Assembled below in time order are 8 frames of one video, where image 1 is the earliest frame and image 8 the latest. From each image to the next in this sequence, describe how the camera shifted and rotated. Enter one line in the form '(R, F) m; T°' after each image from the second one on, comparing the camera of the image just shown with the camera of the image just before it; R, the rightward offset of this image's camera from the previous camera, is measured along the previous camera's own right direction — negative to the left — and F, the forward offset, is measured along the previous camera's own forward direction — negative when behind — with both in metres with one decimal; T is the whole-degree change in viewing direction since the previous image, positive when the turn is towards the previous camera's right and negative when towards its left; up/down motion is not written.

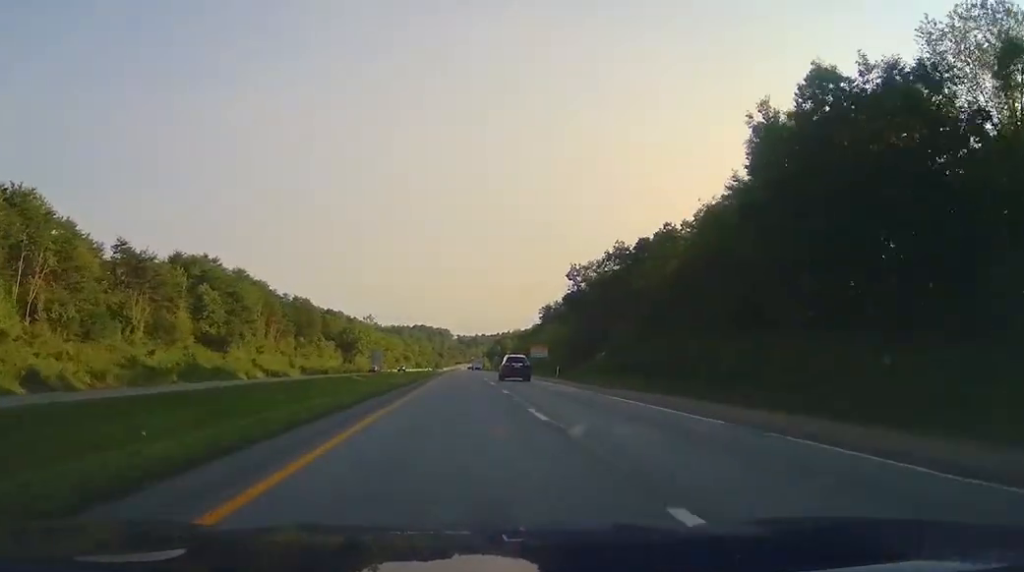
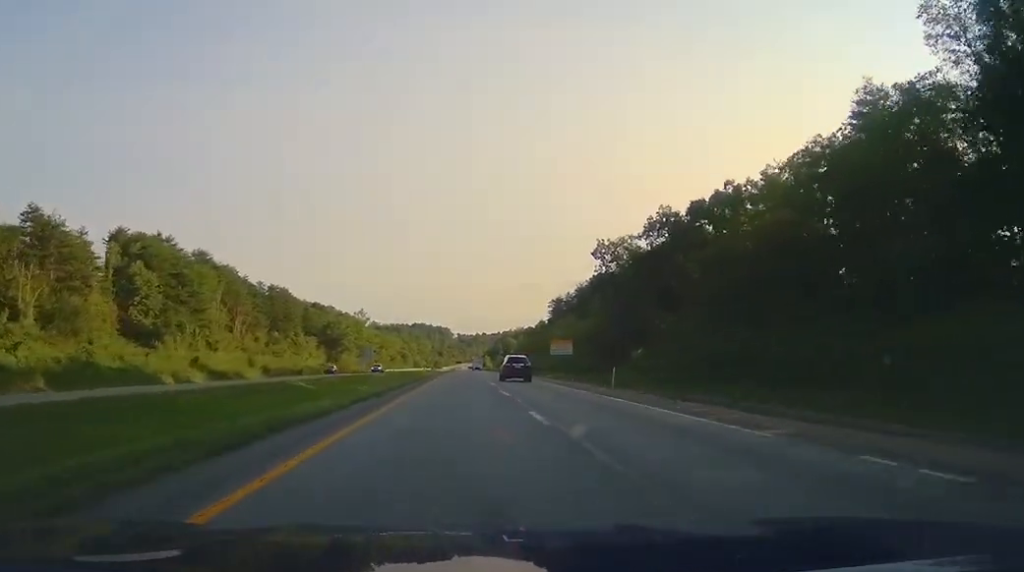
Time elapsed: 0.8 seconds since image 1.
(0.0, +25.6) m; 0°
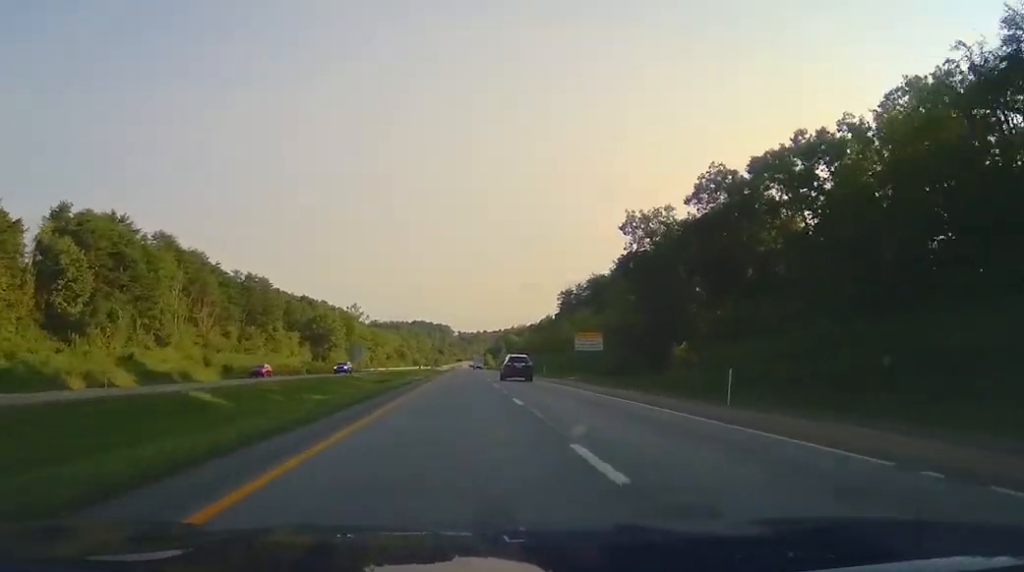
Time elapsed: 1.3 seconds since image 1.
(0.0, +18.9) m; 0°
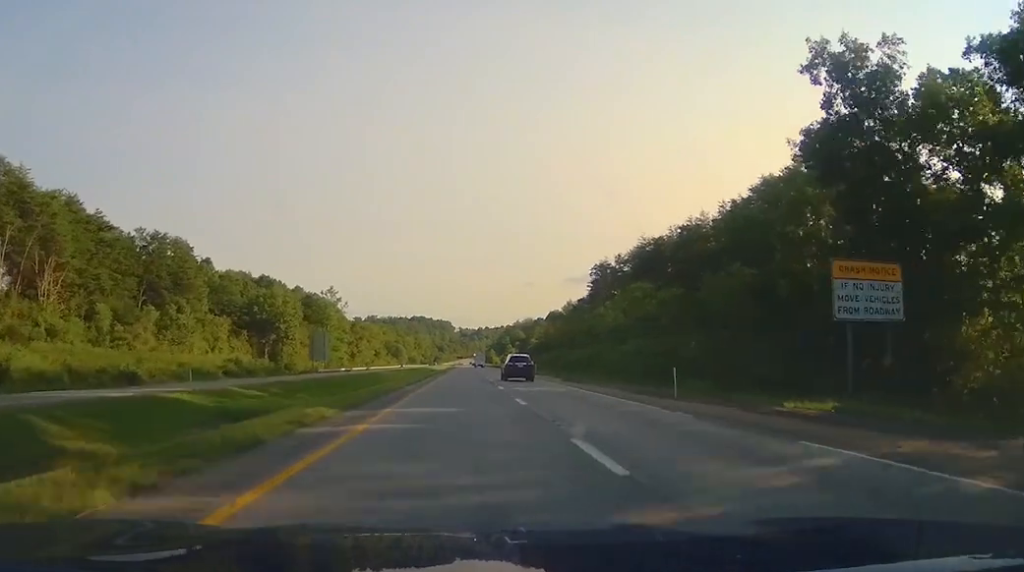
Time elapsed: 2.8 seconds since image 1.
(+0.1, +48.9) m; 0°
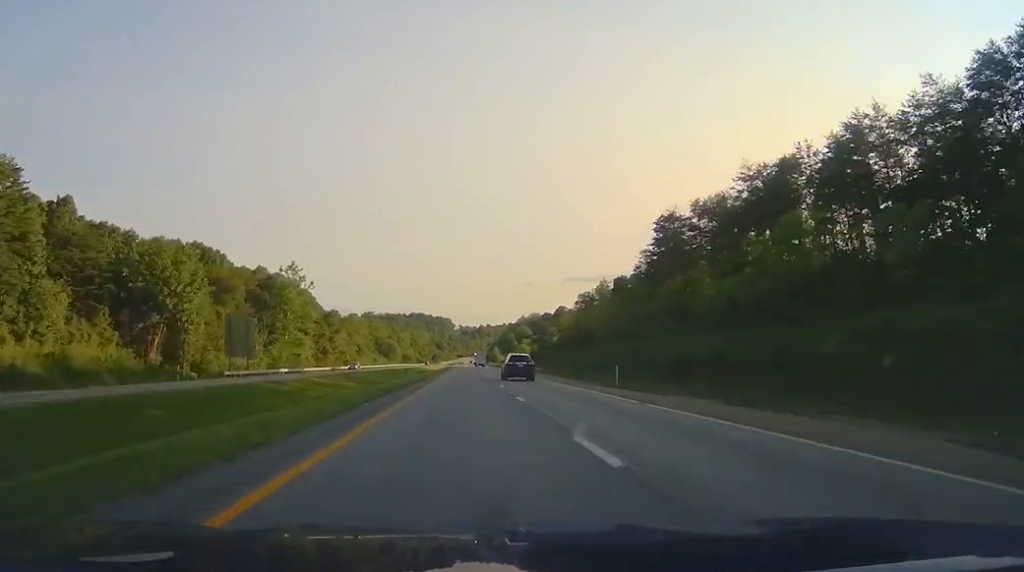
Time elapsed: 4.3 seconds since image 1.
(0.0, +48.8) m; 0°
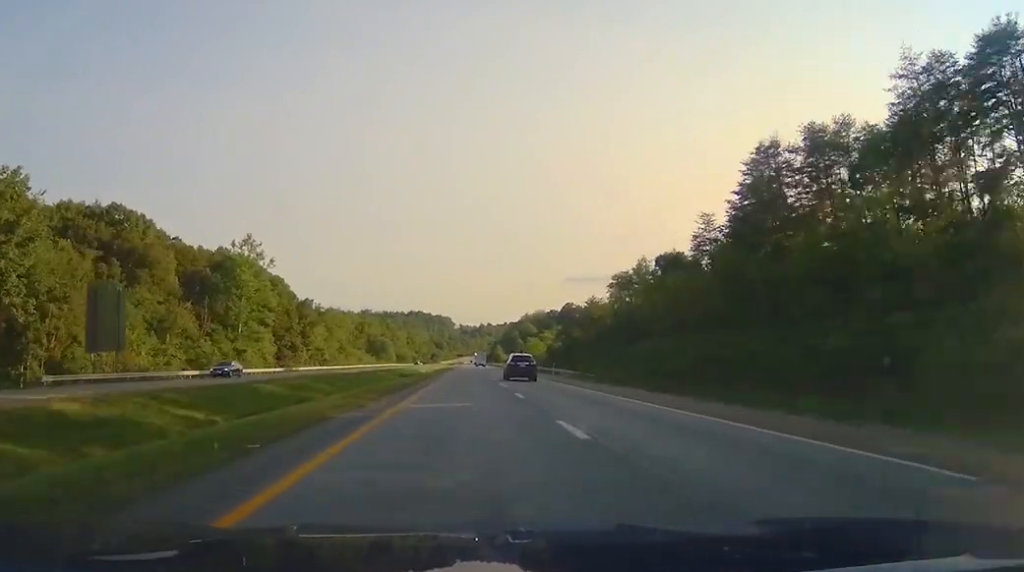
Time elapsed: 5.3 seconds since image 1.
(0.0, +34.4) m; 0°
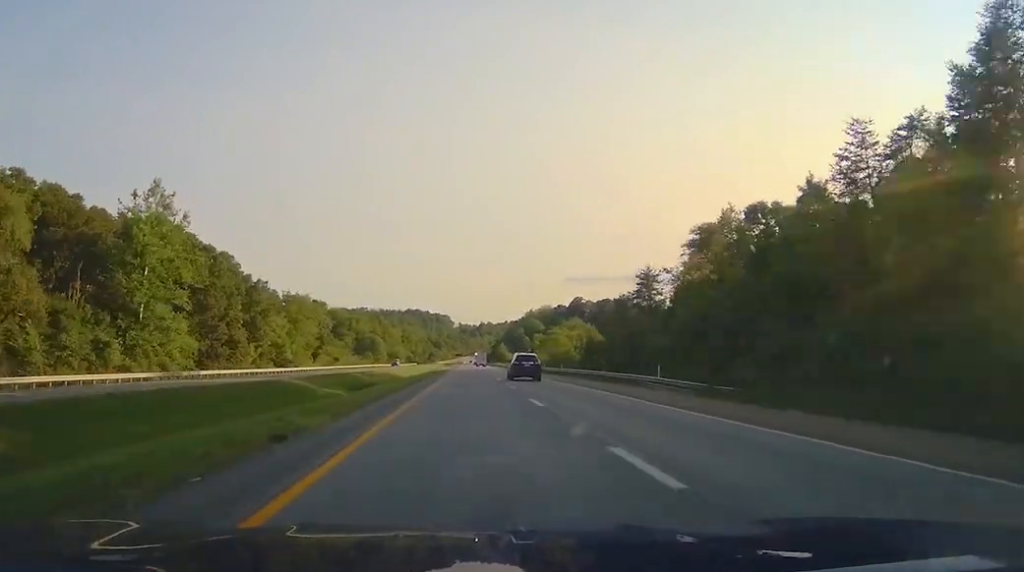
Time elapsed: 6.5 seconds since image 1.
(0.0, +41.0) m; 0°
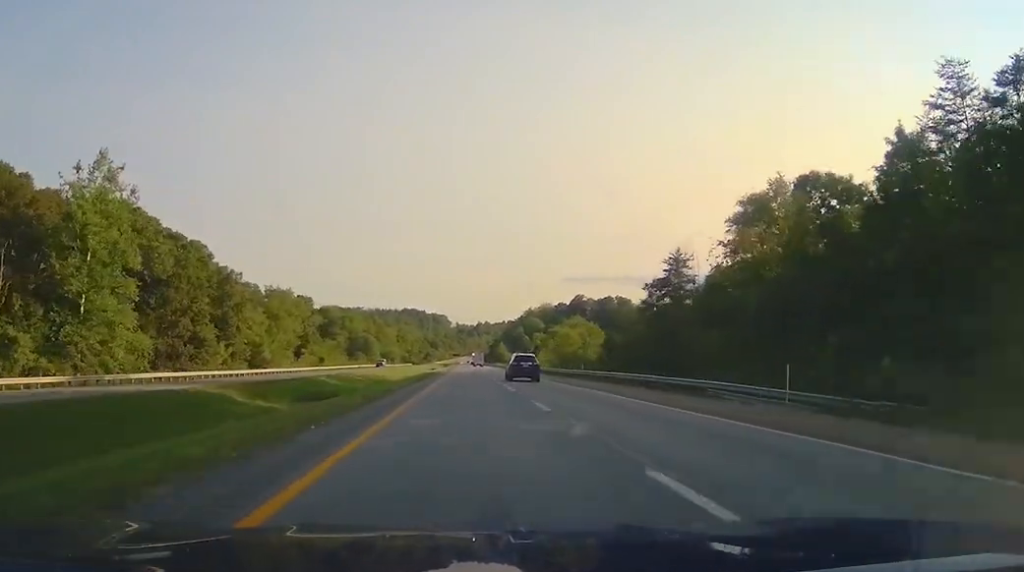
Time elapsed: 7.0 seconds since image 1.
(0.0, +14.4) m; 0°
